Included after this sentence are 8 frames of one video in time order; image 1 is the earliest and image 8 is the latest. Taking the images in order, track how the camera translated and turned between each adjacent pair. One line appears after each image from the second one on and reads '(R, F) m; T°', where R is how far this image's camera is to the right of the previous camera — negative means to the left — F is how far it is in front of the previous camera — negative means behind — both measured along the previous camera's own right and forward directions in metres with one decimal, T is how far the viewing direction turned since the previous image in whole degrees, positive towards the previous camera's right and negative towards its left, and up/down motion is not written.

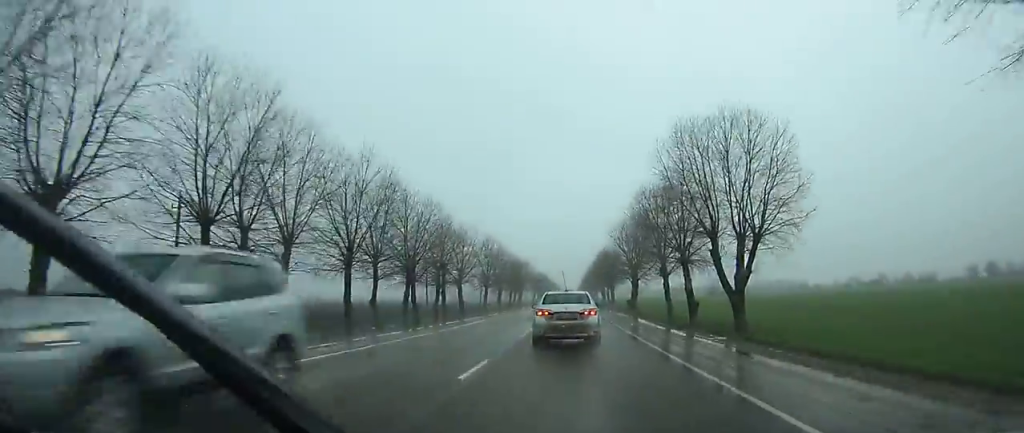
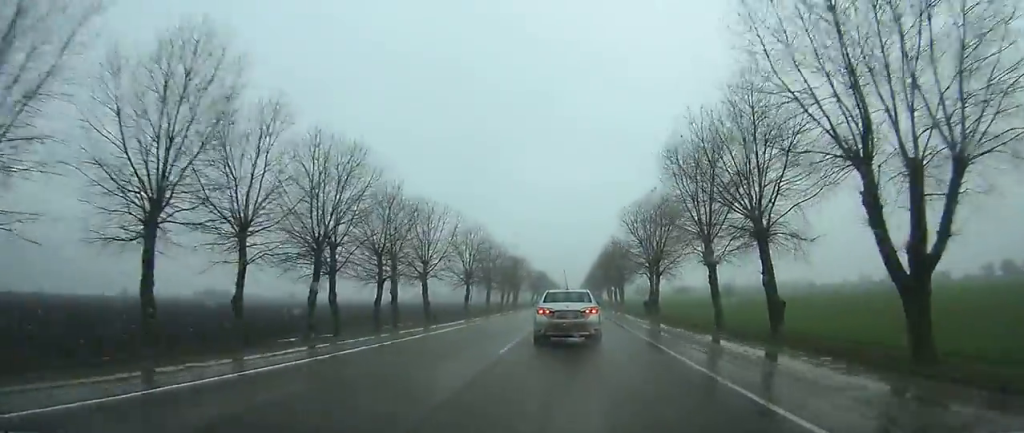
(0.0, +19.1) m; 0°
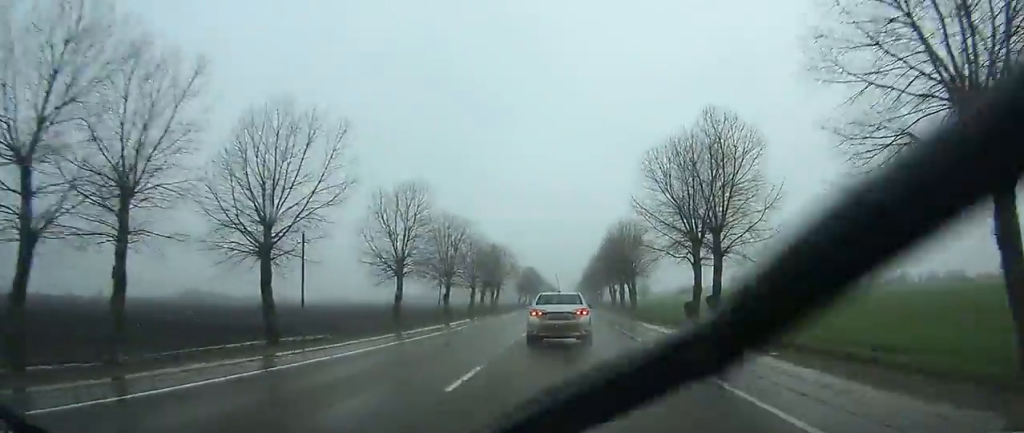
(+0.1, +29.7) m; 0°
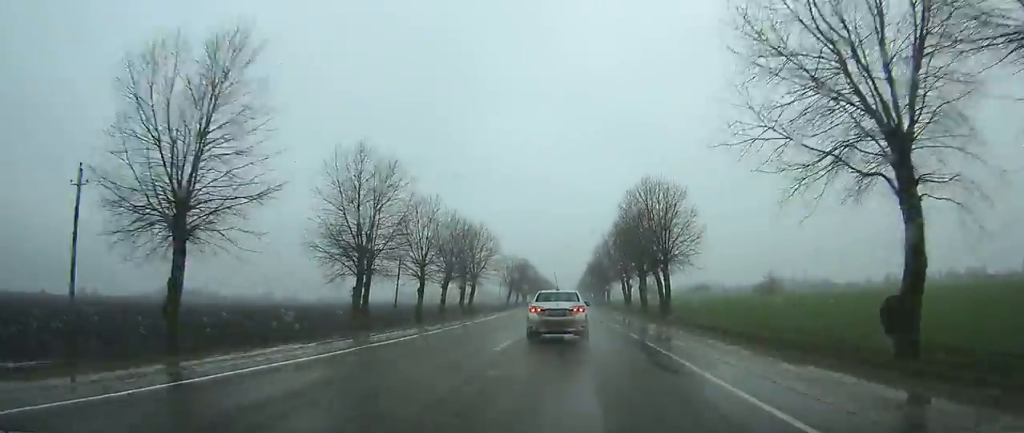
(+0.1, +29.7) m; 0°
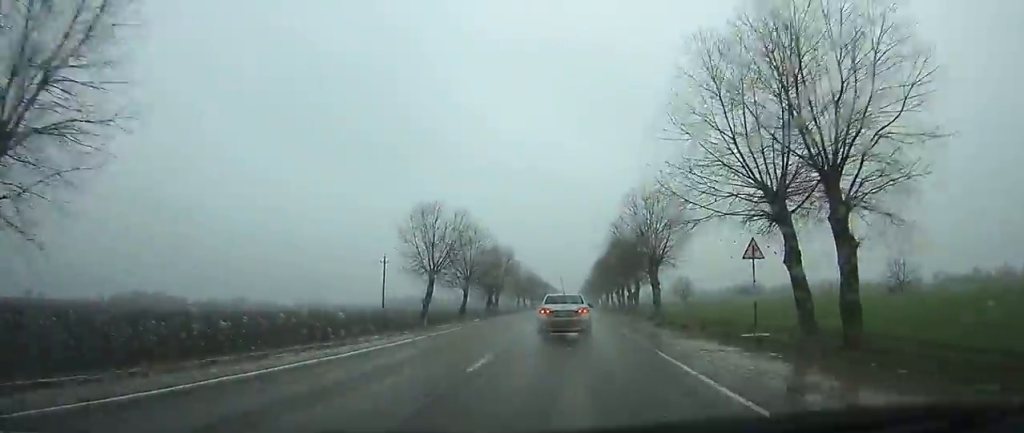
(+0.2, +75.8) m; 0°
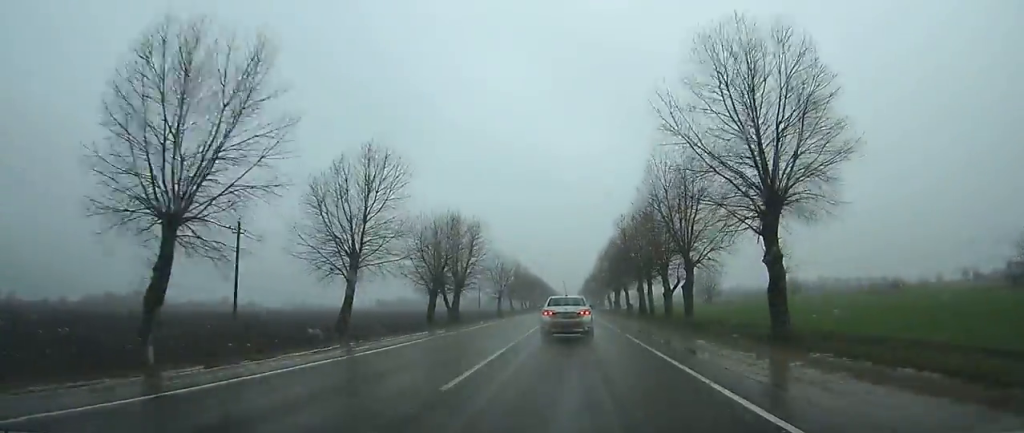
(0.0, +38.1) m; 0°
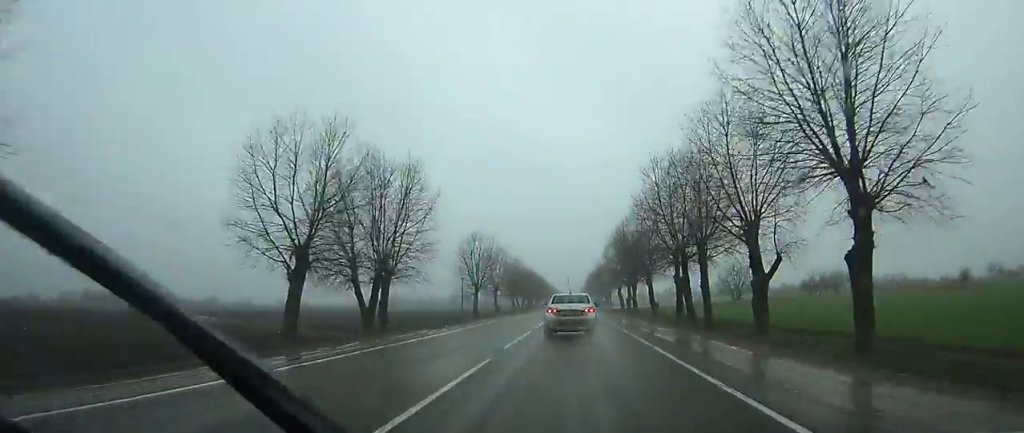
(-0.1, +28.6) m; 0°
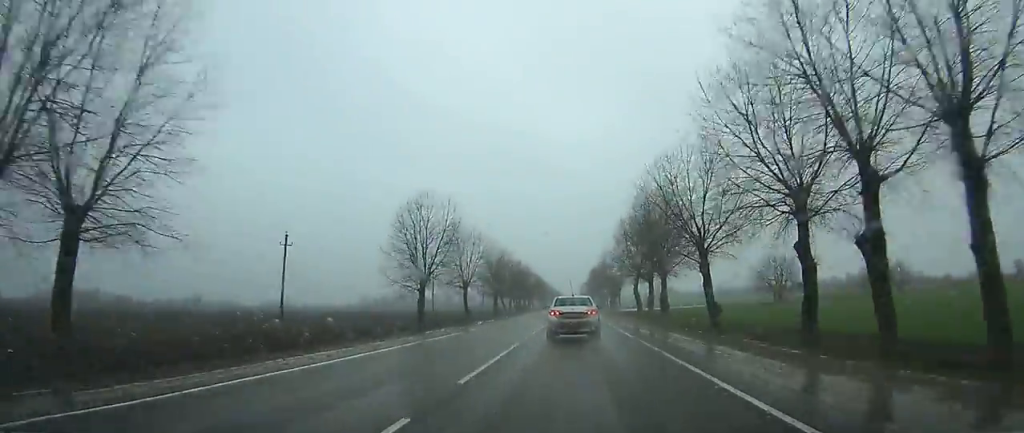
(-0.1, +30.1) m; 0°
